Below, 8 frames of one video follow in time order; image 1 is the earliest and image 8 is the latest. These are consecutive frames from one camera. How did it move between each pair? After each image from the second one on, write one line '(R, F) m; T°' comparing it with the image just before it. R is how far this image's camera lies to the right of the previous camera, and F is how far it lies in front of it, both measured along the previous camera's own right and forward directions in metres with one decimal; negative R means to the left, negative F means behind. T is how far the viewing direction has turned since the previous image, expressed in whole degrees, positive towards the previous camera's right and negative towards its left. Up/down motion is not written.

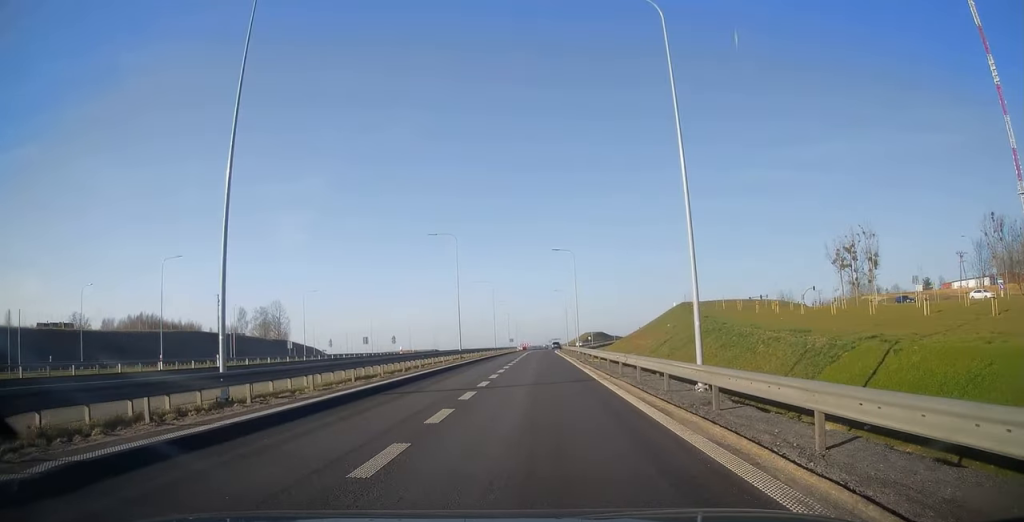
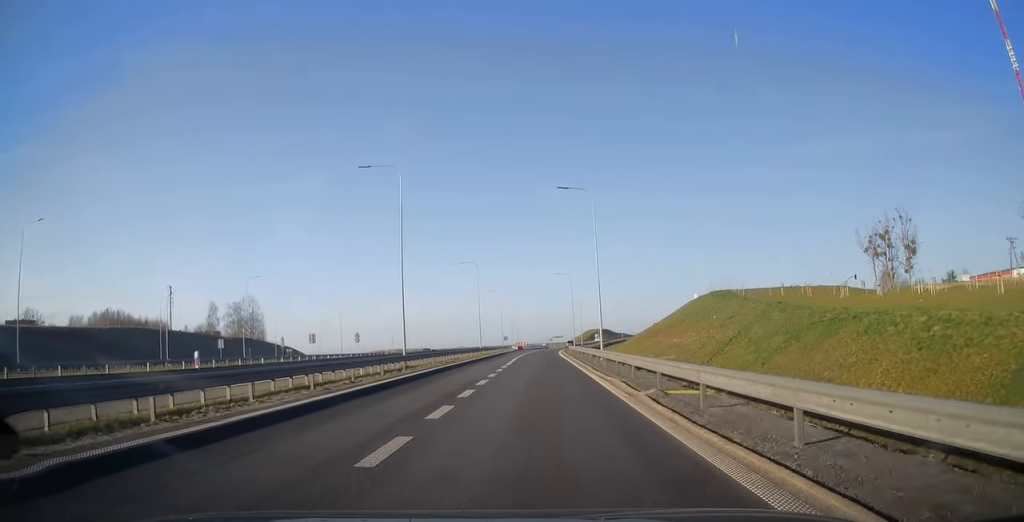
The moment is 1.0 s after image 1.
(-0.1, +23.5) m; 0°
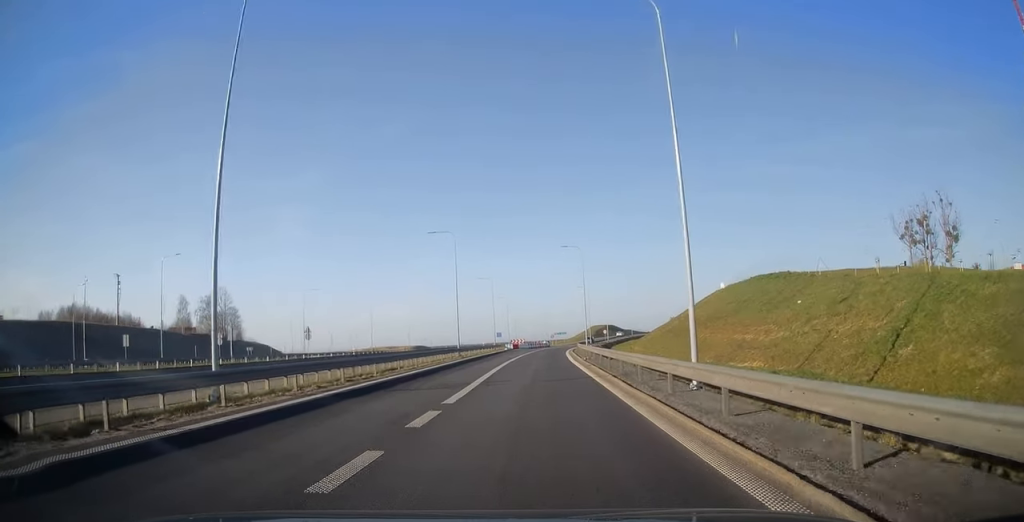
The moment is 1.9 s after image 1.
(+0.1, +21.3) m; 0°
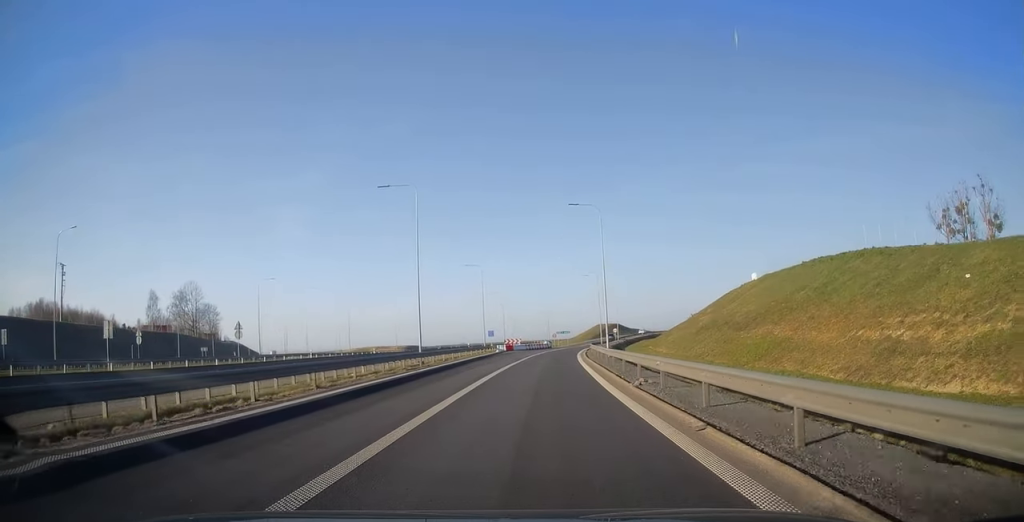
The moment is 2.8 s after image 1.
(+0.1, +18.7) m; 0°
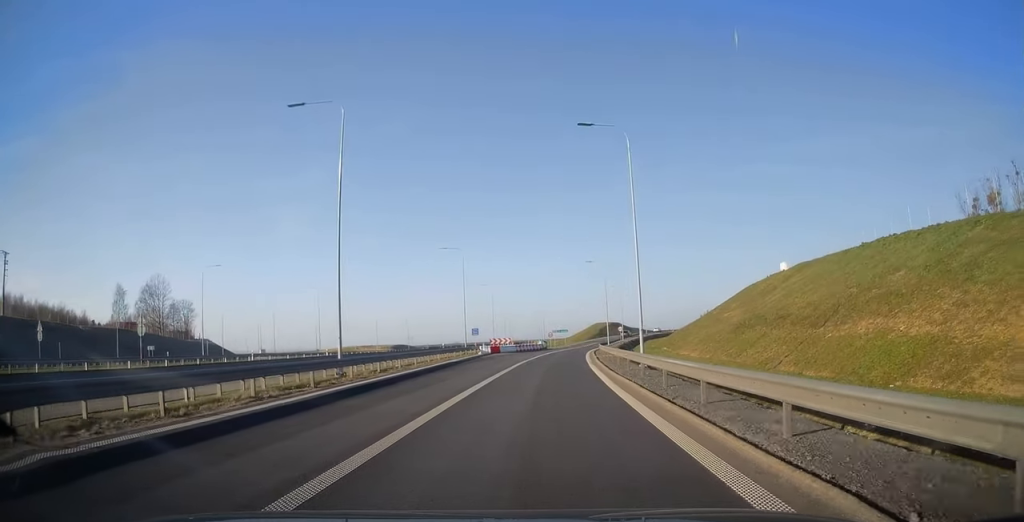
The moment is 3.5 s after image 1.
(-0.1, +15.4) m; 0°
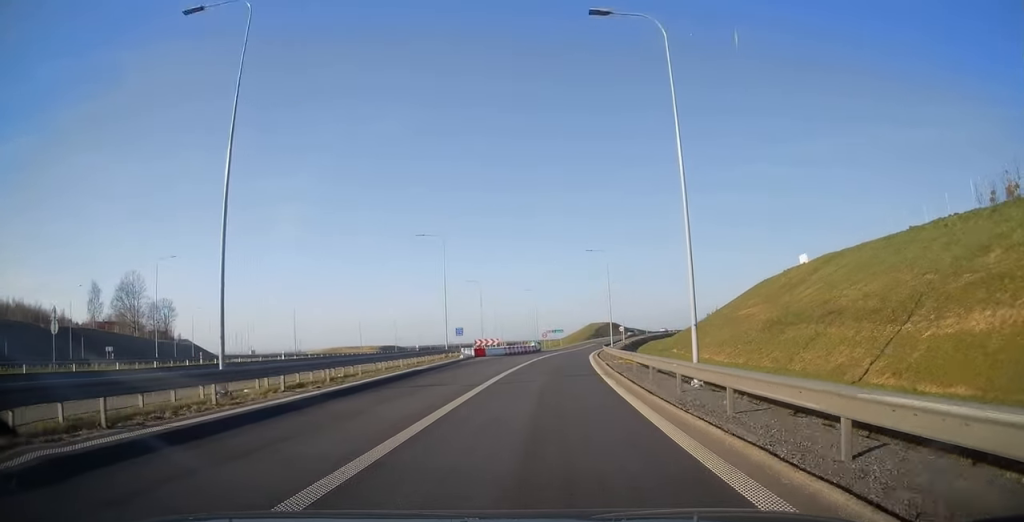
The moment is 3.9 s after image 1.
(+0.1, +9.4) m; 0°
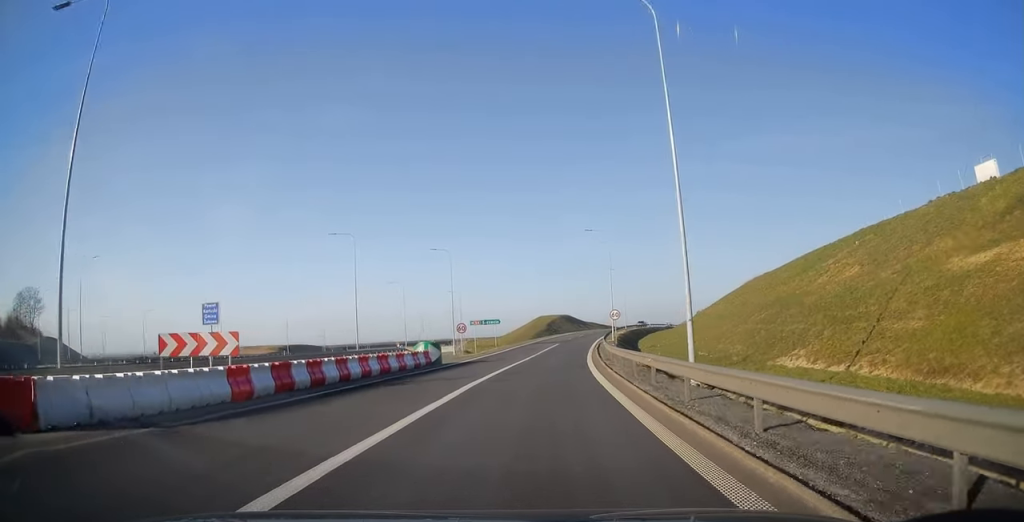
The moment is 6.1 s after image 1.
(+1.6, +46.4) m; +5°
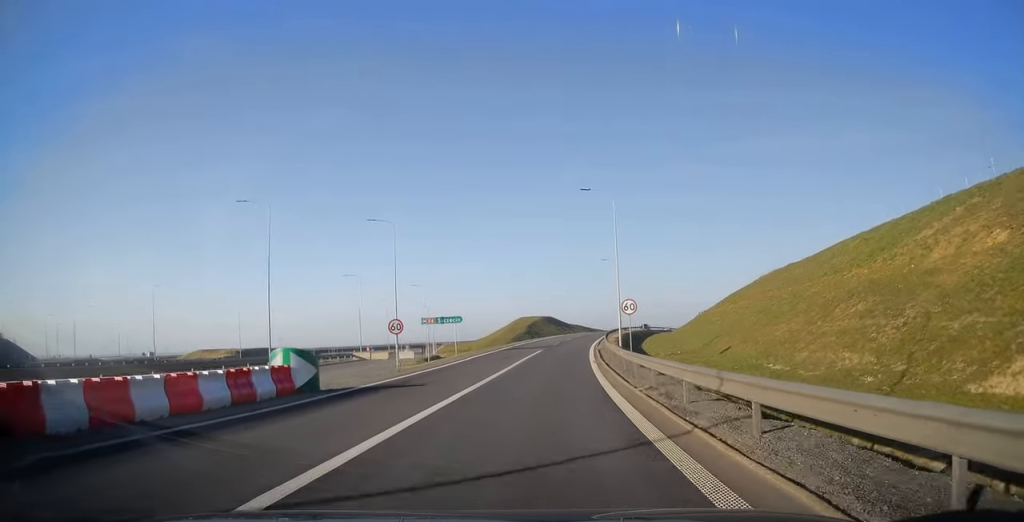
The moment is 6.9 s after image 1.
(+0.4, +16.2) m; +2°
